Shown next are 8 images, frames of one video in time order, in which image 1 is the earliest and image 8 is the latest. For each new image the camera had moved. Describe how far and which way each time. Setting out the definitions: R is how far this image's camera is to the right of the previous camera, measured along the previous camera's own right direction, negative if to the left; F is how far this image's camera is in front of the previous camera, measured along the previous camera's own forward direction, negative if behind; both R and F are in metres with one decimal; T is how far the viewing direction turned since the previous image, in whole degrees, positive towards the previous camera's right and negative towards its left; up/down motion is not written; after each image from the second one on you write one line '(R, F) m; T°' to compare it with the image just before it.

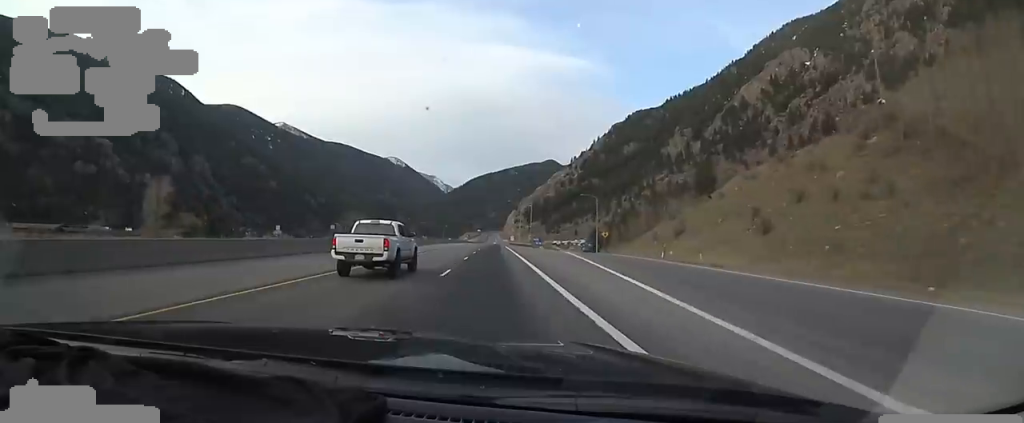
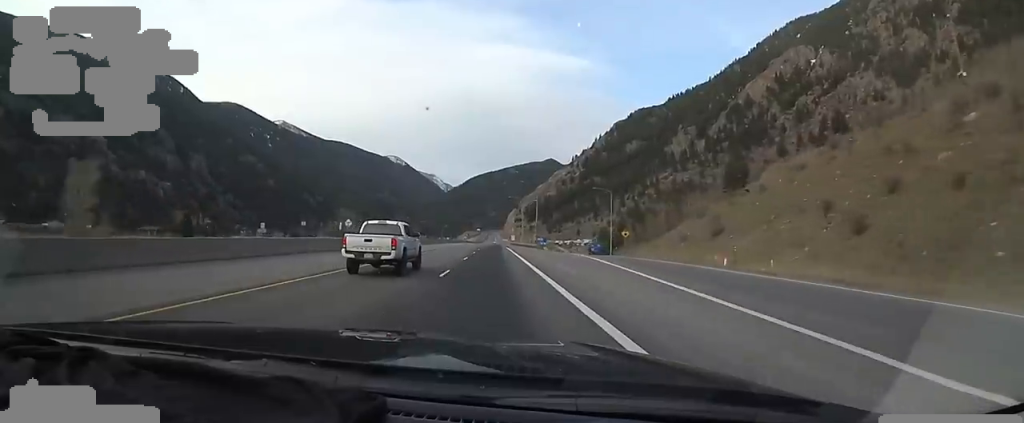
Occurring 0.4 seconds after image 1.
(+0.5, +12.4) m; 0°
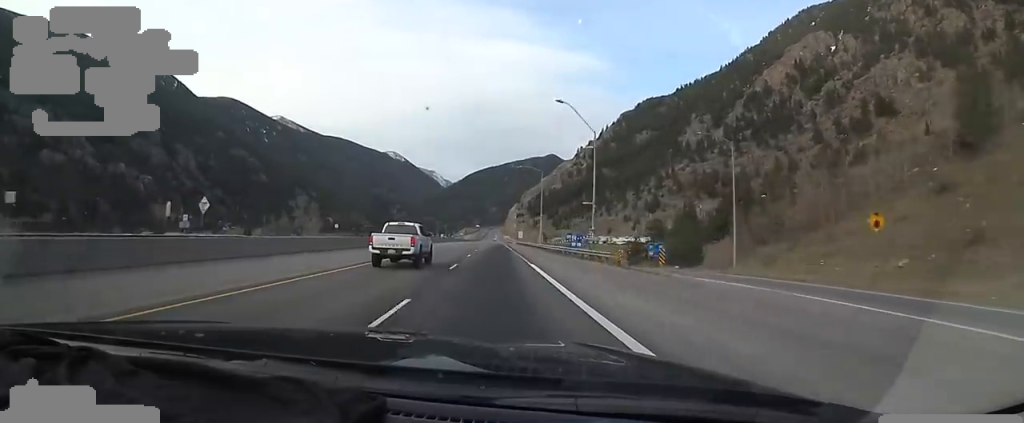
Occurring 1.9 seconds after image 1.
(-0.6, +45.7) m; 0°
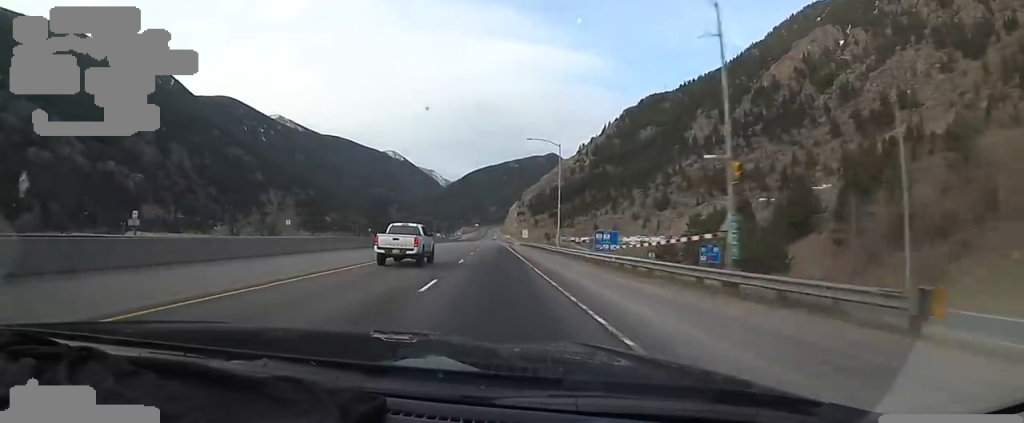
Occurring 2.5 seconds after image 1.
(+0.6, +19.8) m; +1°
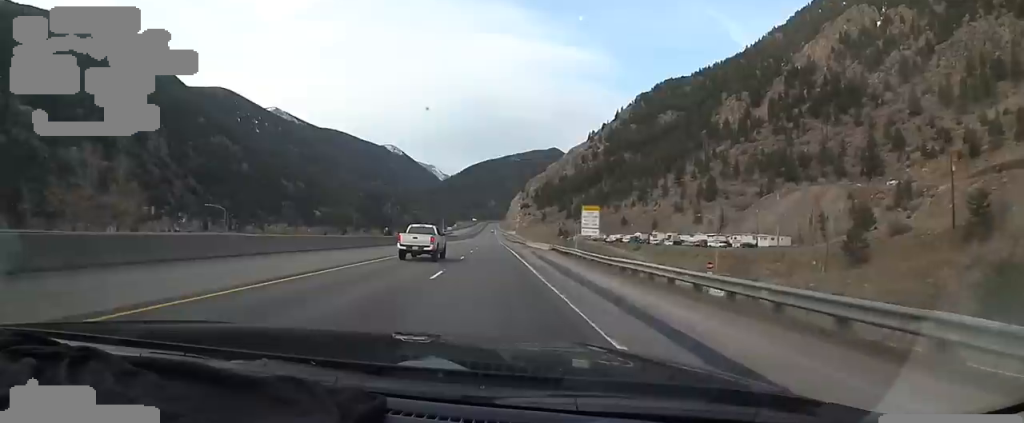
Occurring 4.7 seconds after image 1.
(-1.9, +70.6) m; -2°
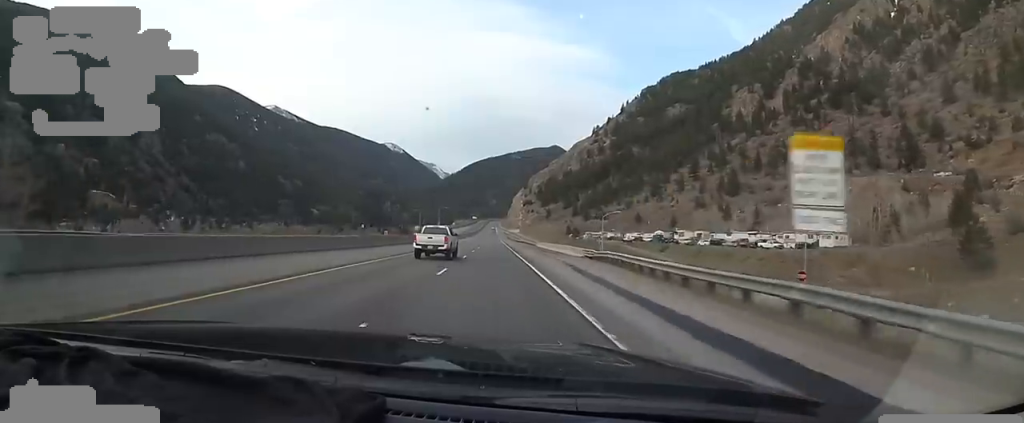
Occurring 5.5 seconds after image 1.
(+0.7, +23.5) m; 0°
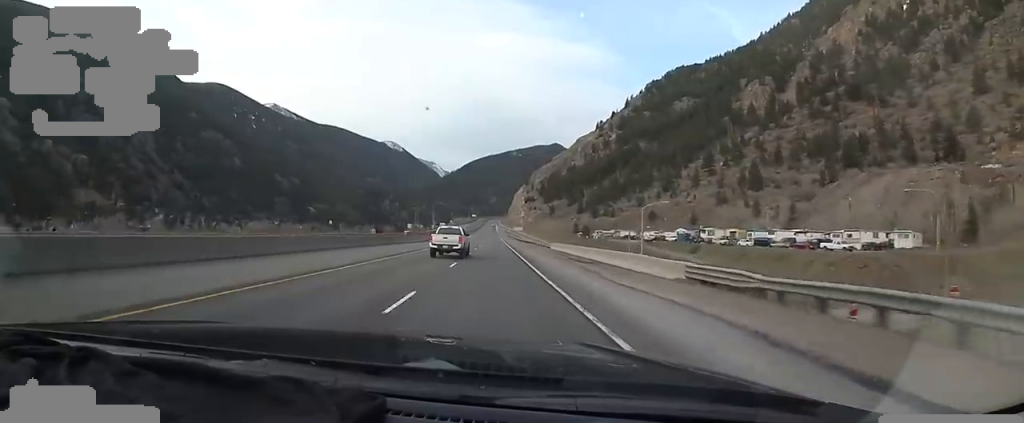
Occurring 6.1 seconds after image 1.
(-0.2, +20.2) m; 0°
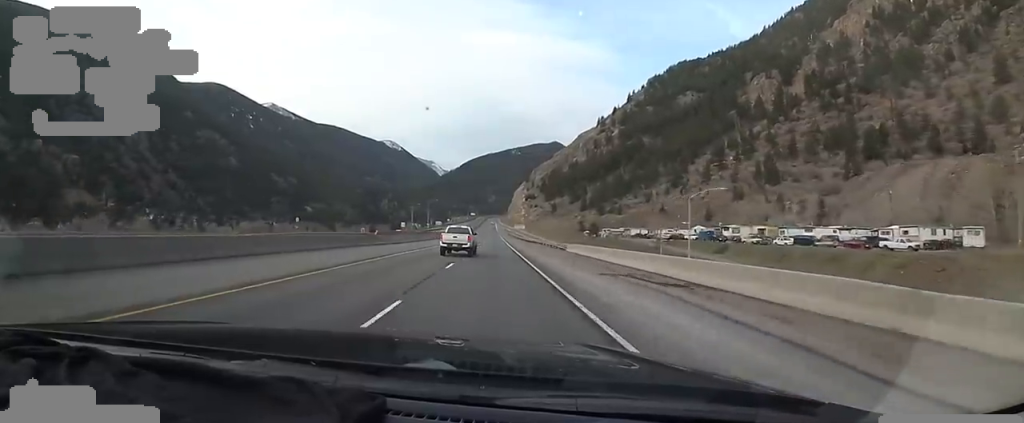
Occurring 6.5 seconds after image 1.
(-0.4, +13.8) m; 0°
